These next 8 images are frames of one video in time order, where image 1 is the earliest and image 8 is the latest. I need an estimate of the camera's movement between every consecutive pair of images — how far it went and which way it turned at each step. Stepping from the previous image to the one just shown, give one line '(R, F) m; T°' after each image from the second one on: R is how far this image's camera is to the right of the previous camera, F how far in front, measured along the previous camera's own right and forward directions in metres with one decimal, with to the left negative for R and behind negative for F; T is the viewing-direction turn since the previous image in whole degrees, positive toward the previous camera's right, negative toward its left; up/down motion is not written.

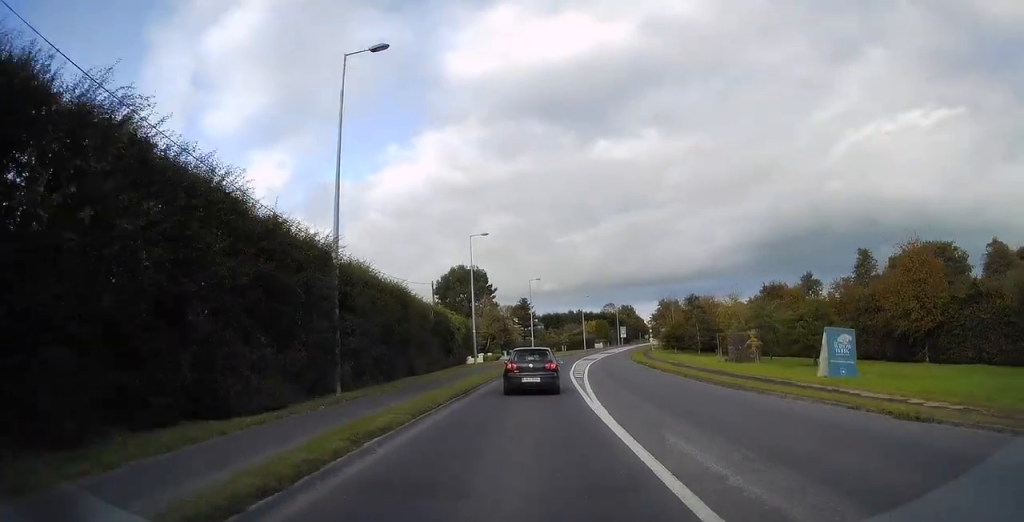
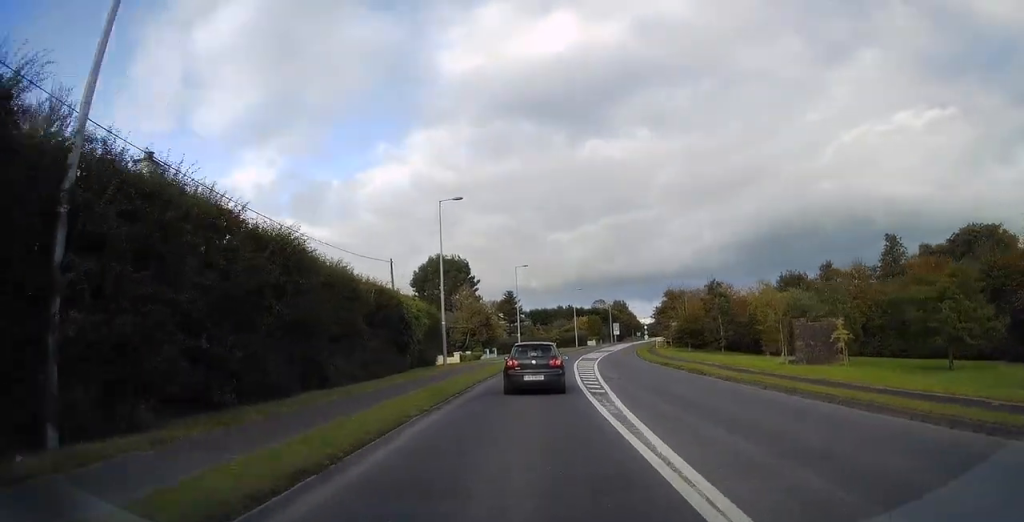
(+0.3, +12.2) m; +2°
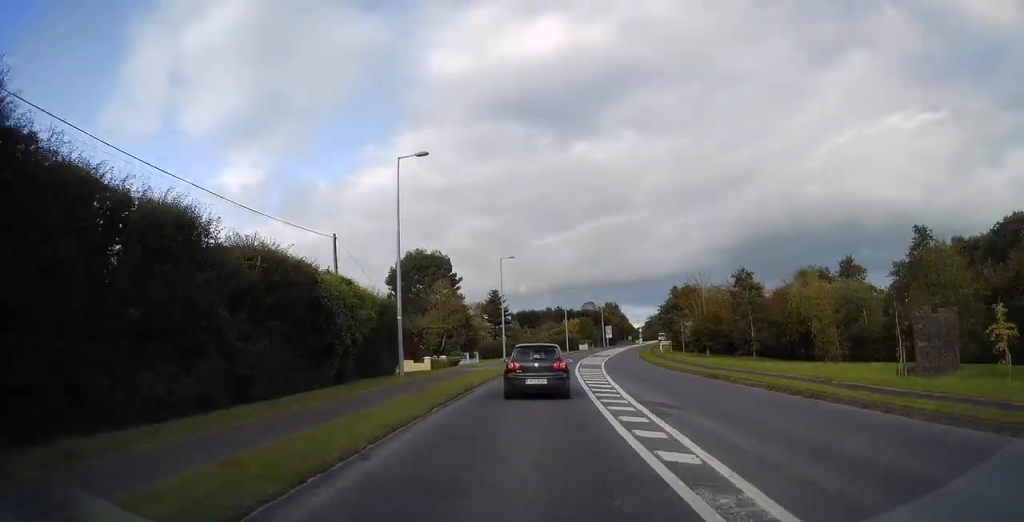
(+0.1, +10.4) m; +1°
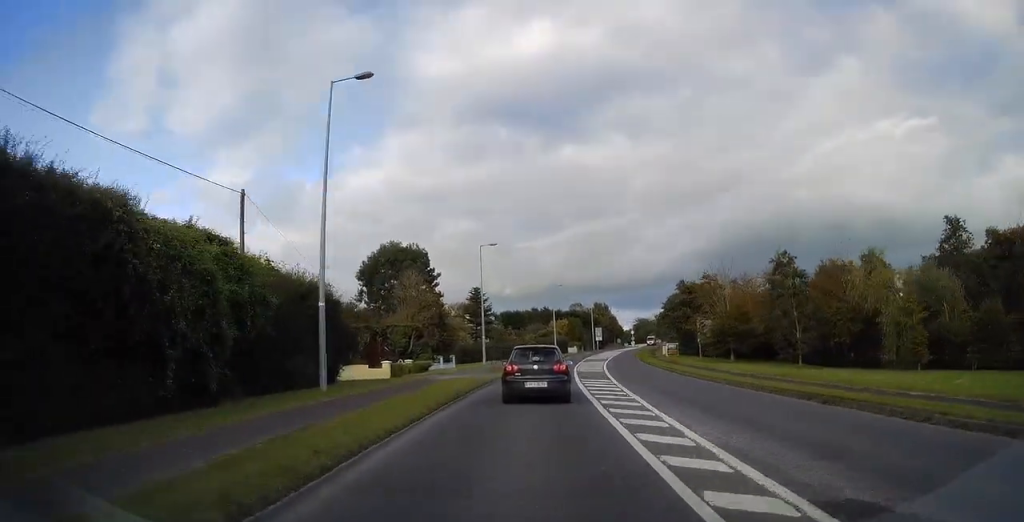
(+0.1, +9.7) m; +1°
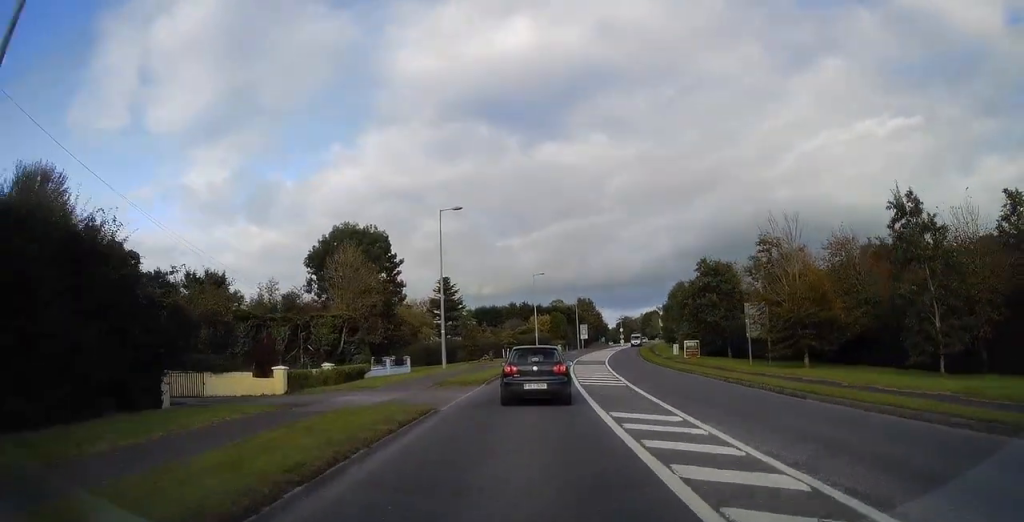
(+0.1, +14.4) m; +1°
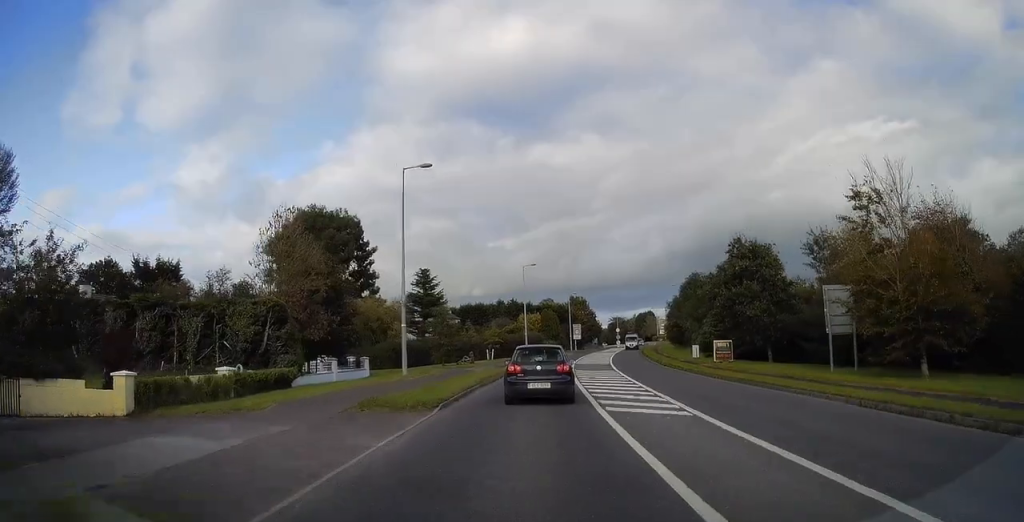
(+0.2, +9.6) m; +1°
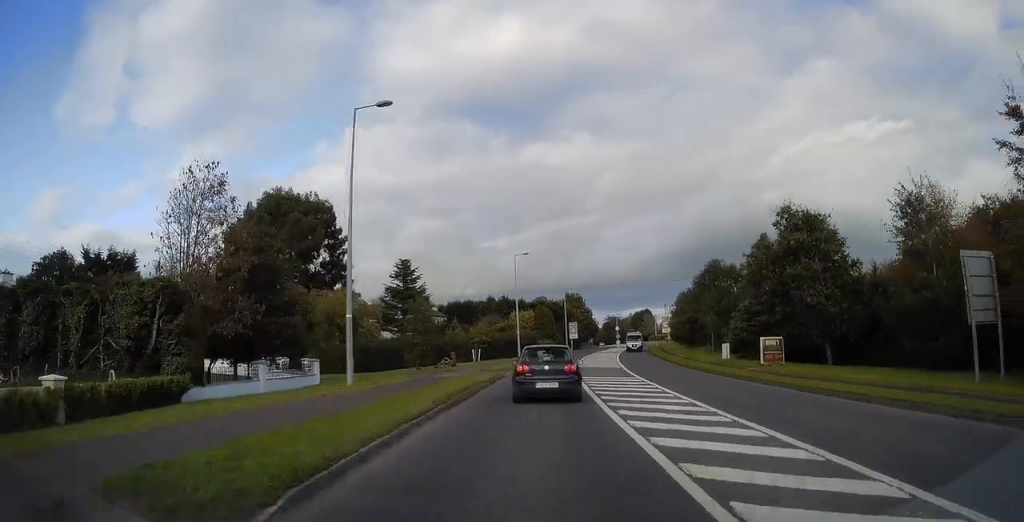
(+0.1, +8.1) m; +1°
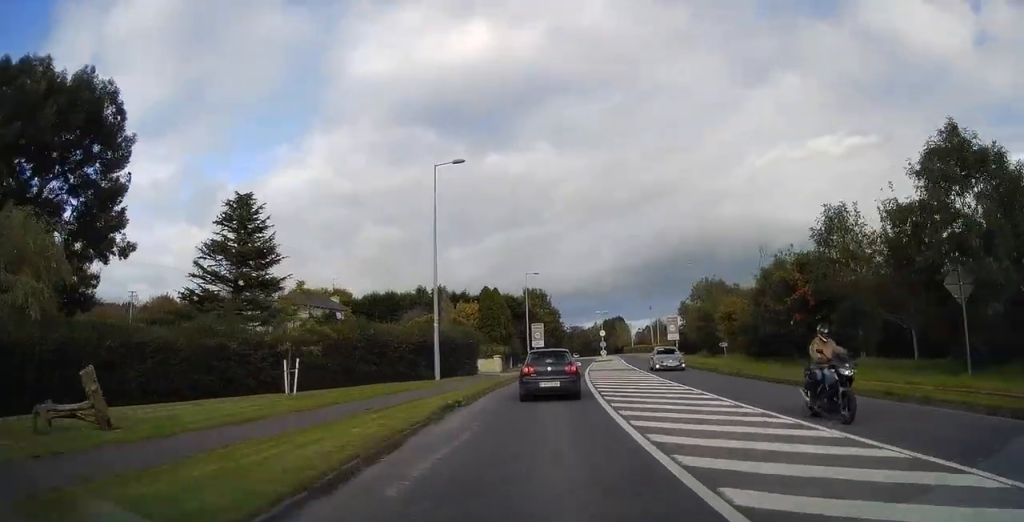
(+2.0, +36.5) m; +7°
